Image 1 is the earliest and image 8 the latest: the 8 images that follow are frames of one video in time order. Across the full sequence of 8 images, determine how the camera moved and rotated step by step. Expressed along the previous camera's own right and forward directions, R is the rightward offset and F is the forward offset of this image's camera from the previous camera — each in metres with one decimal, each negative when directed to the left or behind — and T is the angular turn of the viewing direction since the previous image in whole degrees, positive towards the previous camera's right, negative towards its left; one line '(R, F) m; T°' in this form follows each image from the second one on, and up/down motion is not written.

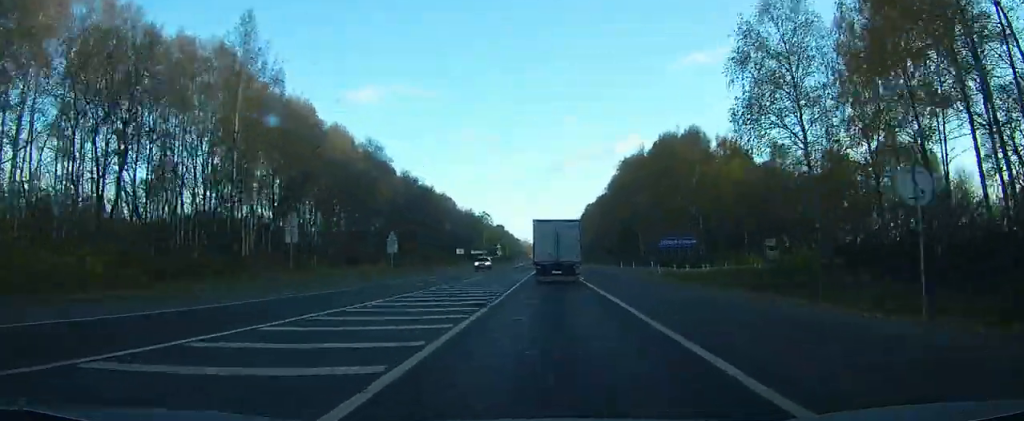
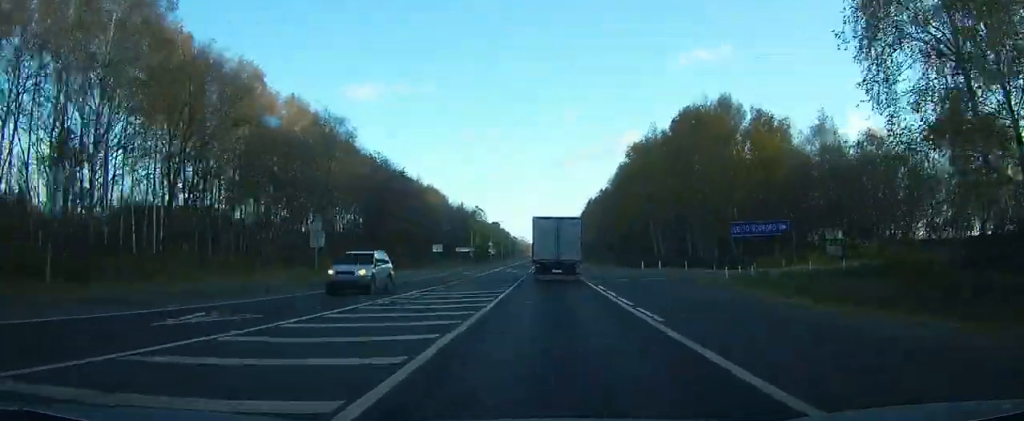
(0.0, +19.0) m; 0°
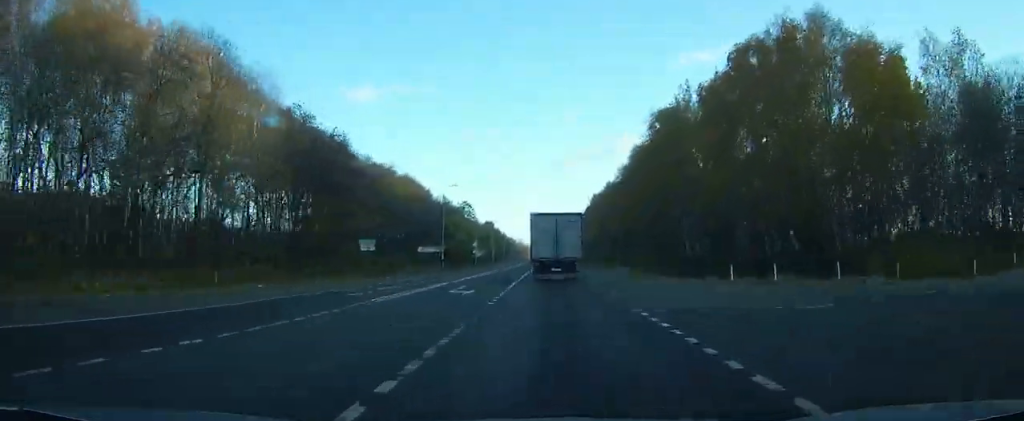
(0.0, +31.2) m; 0°
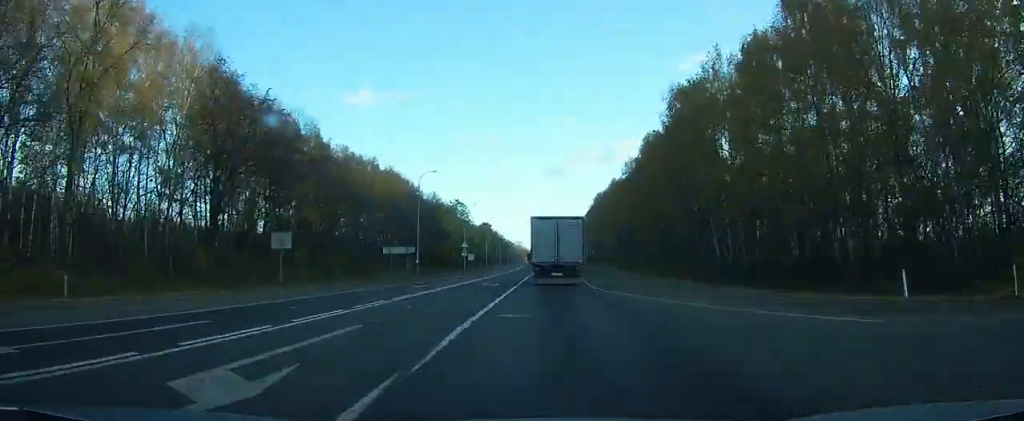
(+0.1, +16.6) m; 0°
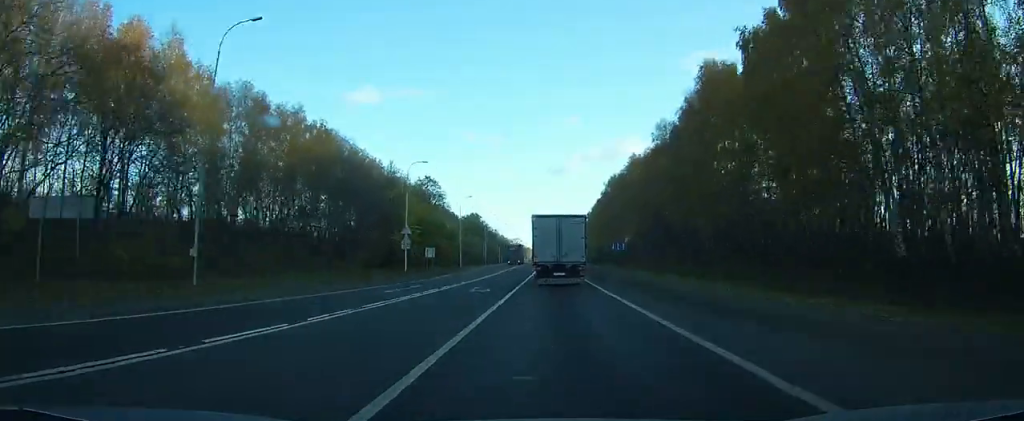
(+0.1, +43.7) m; 0°
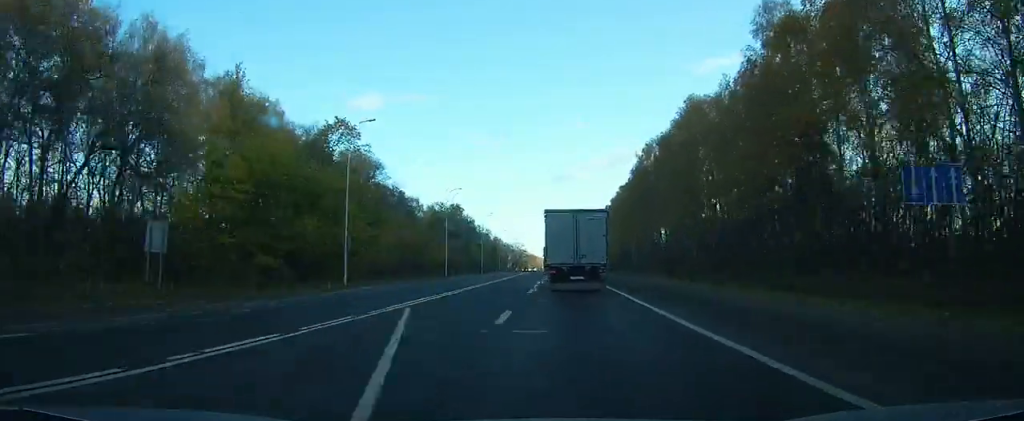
(-0.5, +56.5) m; -1°
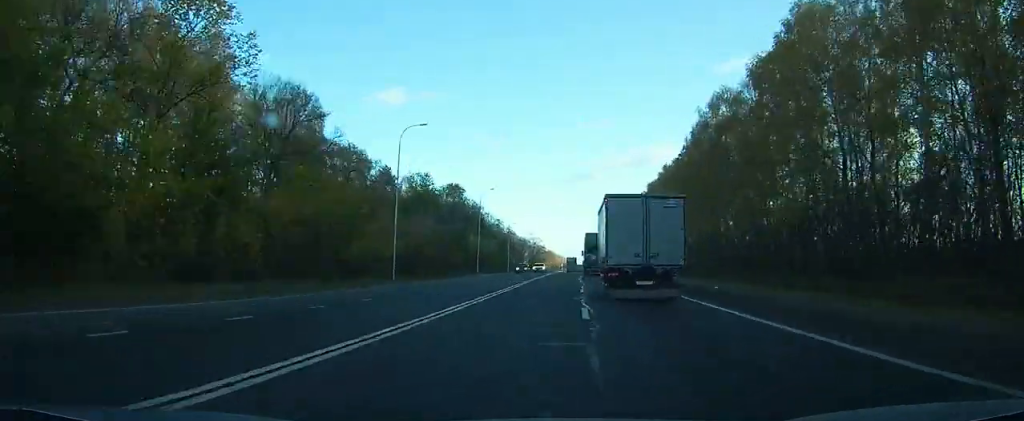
(-0.2, +36.3) m; 0°
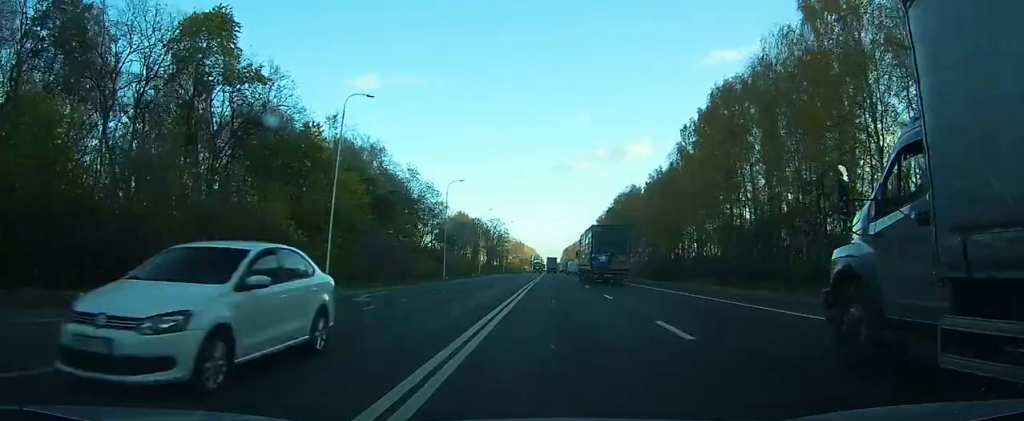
(+1.1, +87.6) m; +2°
